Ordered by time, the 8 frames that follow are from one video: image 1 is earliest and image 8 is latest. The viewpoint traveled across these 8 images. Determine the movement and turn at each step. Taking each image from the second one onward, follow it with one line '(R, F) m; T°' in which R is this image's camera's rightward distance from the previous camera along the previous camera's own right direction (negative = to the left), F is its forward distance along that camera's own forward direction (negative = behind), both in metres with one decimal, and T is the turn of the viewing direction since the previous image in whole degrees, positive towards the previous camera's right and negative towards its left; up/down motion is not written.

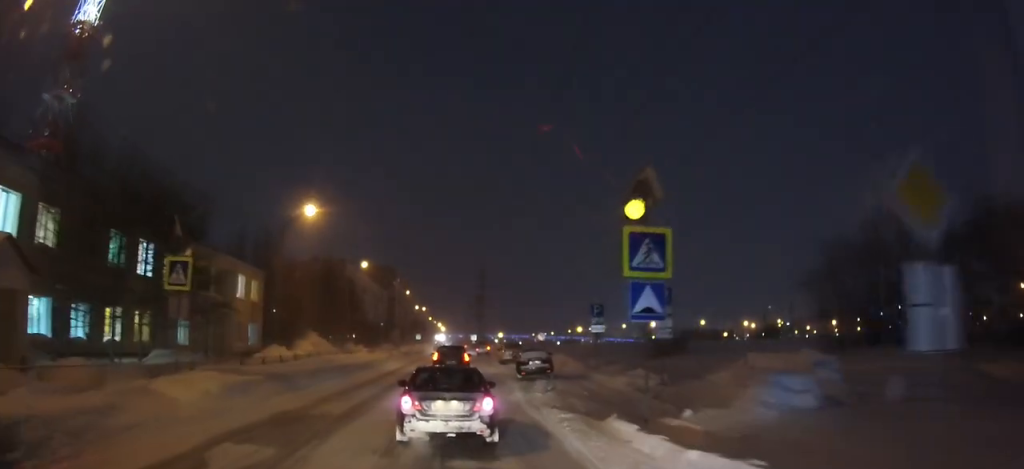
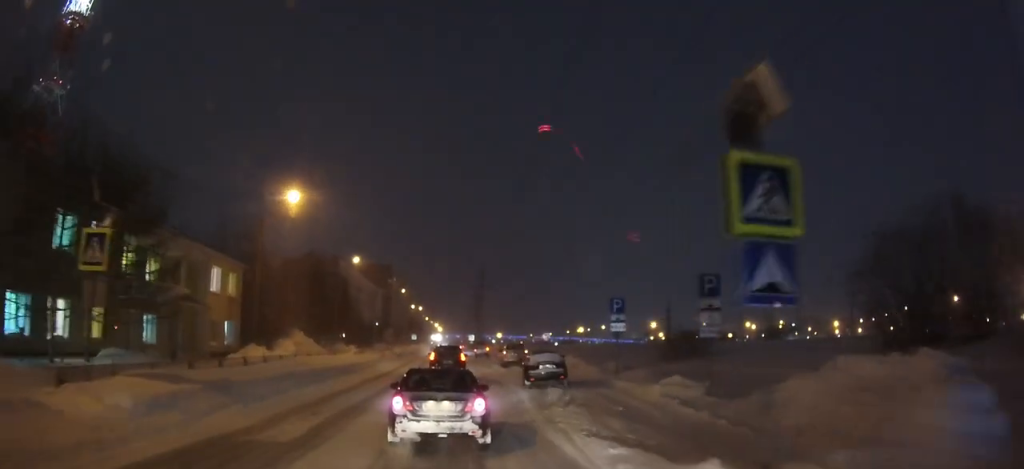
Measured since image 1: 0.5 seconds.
(0.0, +4.5) m; 0°
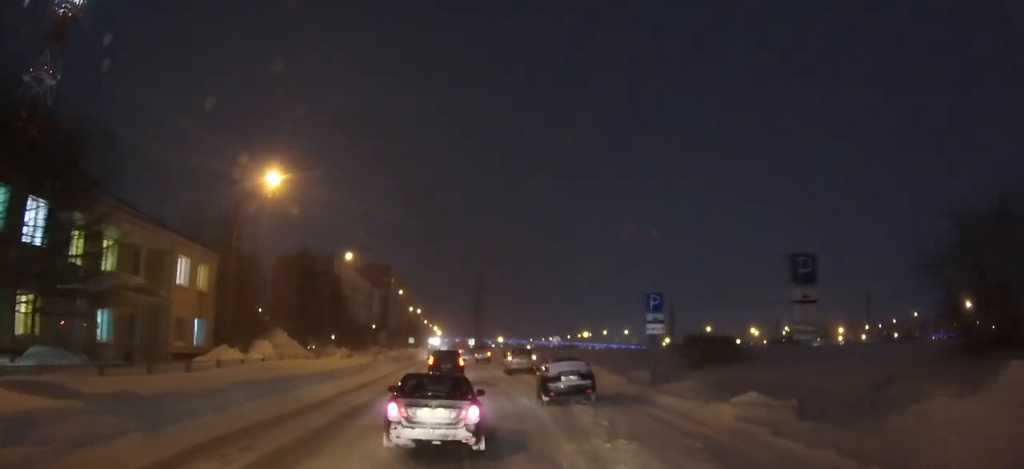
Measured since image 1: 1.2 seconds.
(0.0, +5.4) m; 0°
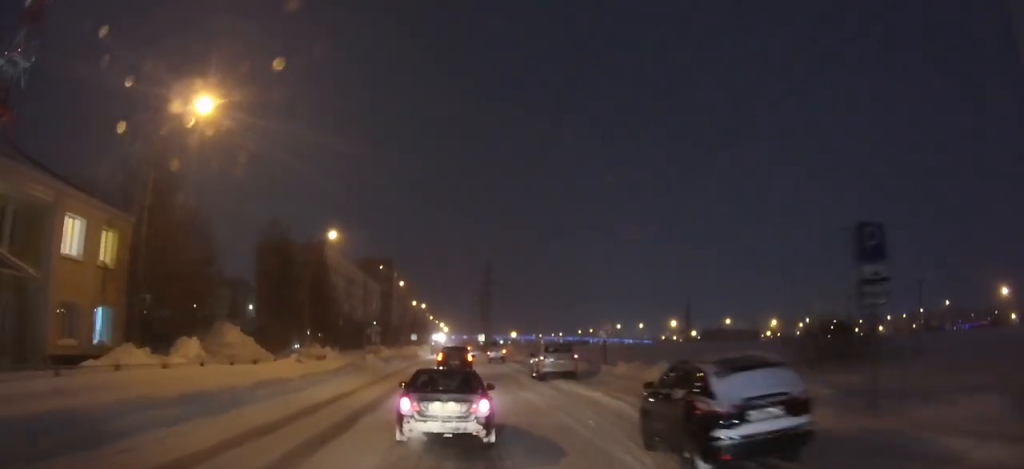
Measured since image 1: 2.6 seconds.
(0.0, +12.9) m; 0°
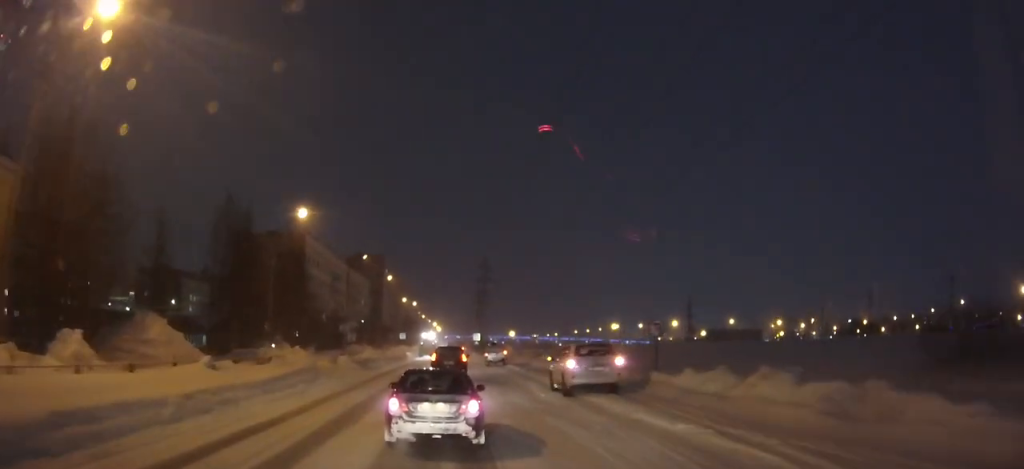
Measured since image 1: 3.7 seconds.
(0.0, +9.2) m; 0°
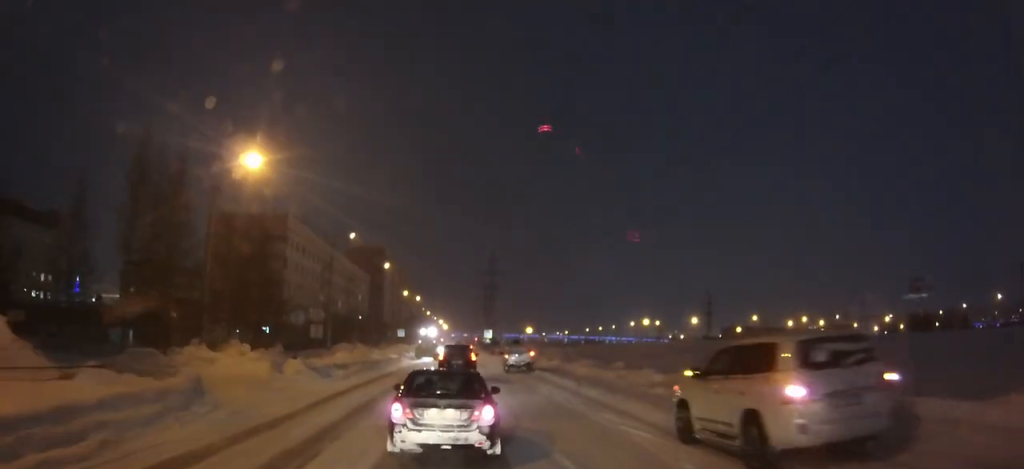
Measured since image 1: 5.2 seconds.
(0.0, +13.1) m; 0°
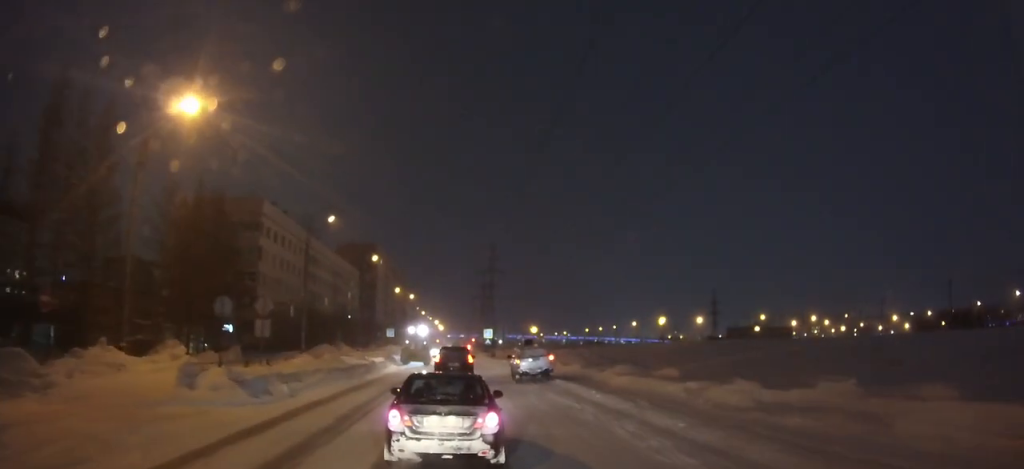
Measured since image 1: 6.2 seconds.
(0.0, +8.6) m; 0°
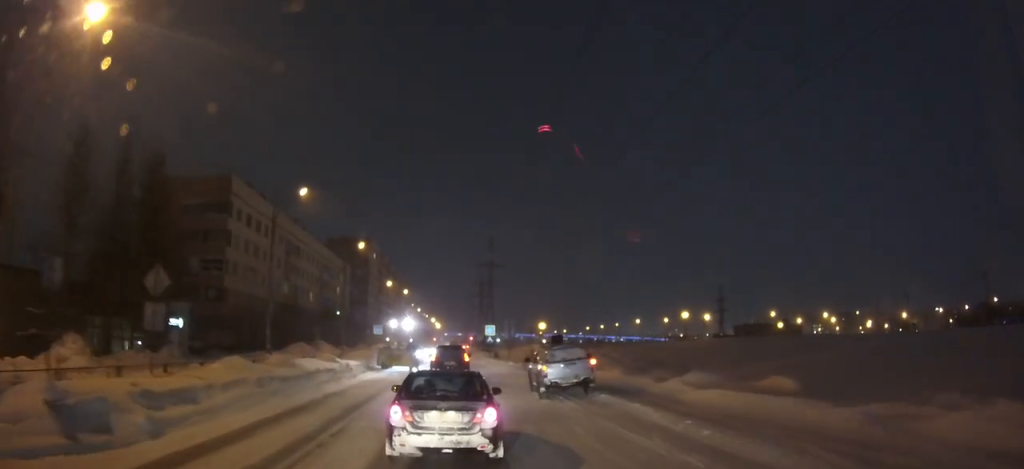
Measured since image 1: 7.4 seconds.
(0.0, +9.2) m; 0°
